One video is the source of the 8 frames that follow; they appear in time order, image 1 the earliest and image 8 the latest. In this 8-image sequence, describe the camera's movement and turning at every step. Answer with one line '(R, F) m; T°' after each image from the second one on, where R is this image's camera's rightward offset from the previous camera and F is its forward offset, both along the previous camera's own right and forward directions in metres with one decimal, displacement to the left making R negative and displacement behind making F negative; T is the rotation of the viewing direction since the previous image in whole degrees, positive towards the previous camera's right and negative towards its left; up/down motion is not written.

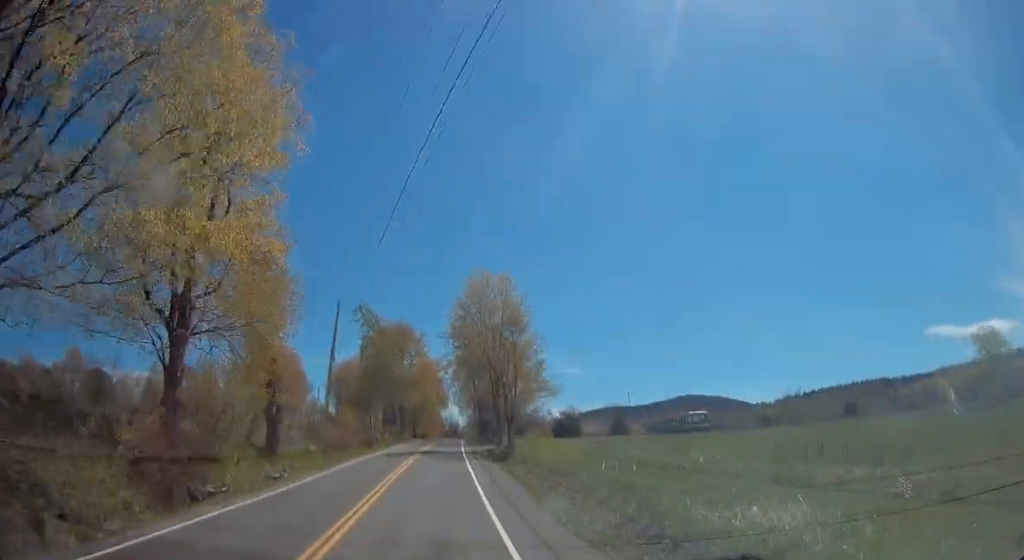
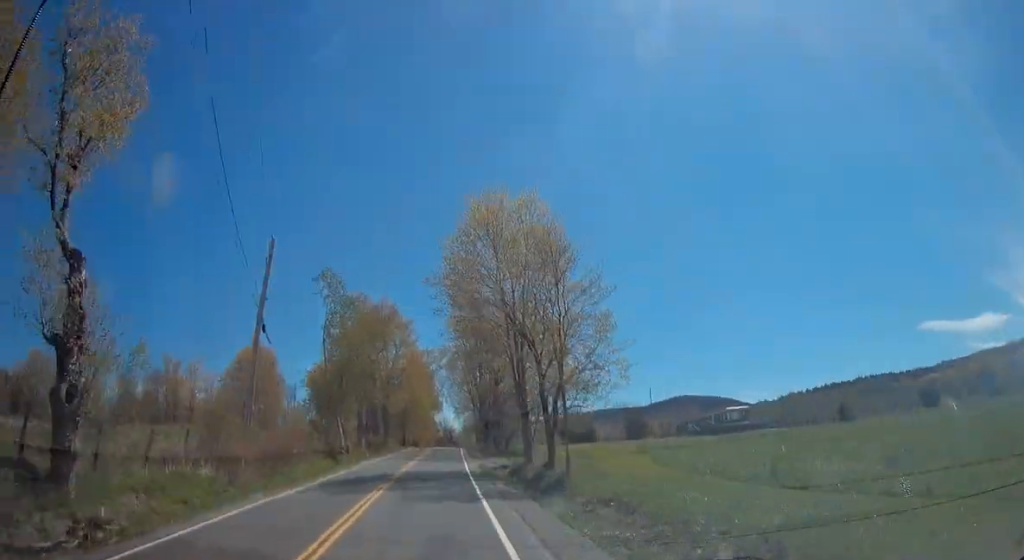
(+0.3, +16.6) m; +1°
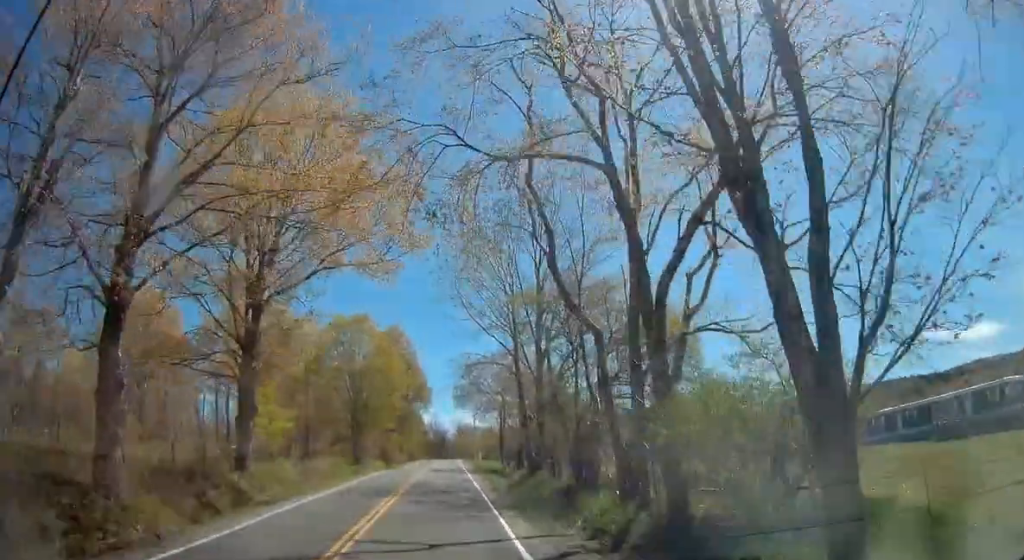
(0.0, +52.5) m; +1°
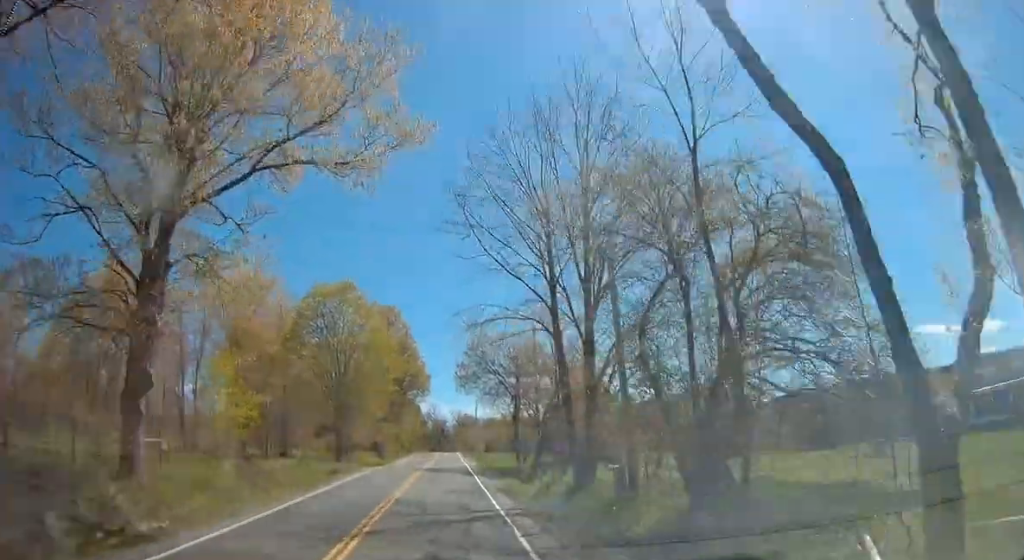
(+0.3, +9.3) m; 0°
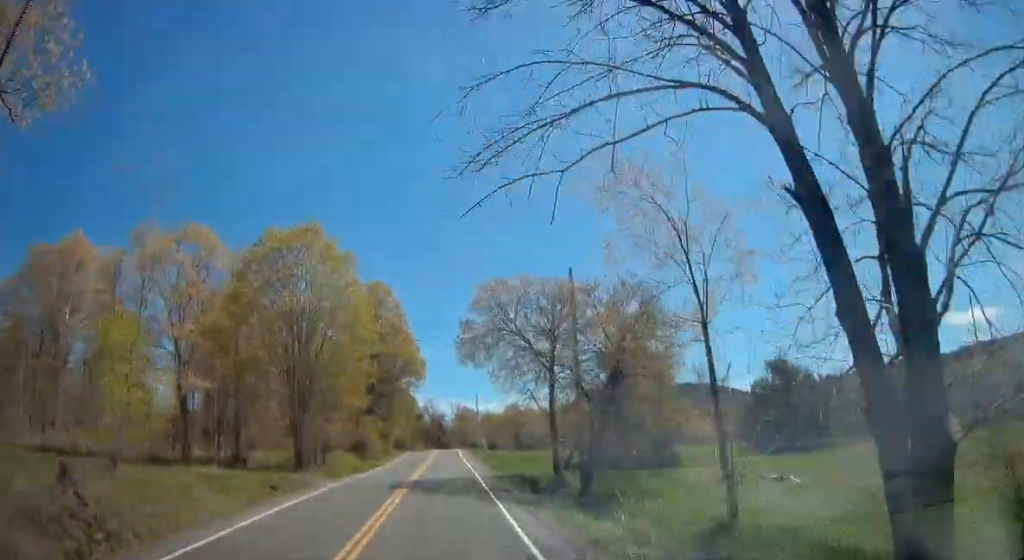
(+0.1, +13.0) m; 0°
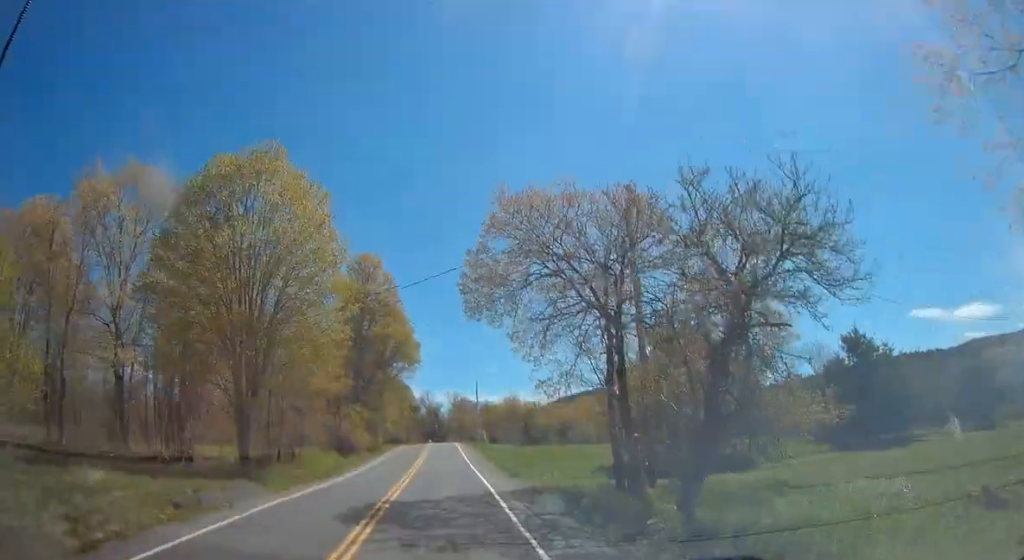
(-0.2, +9.3) m; 0°
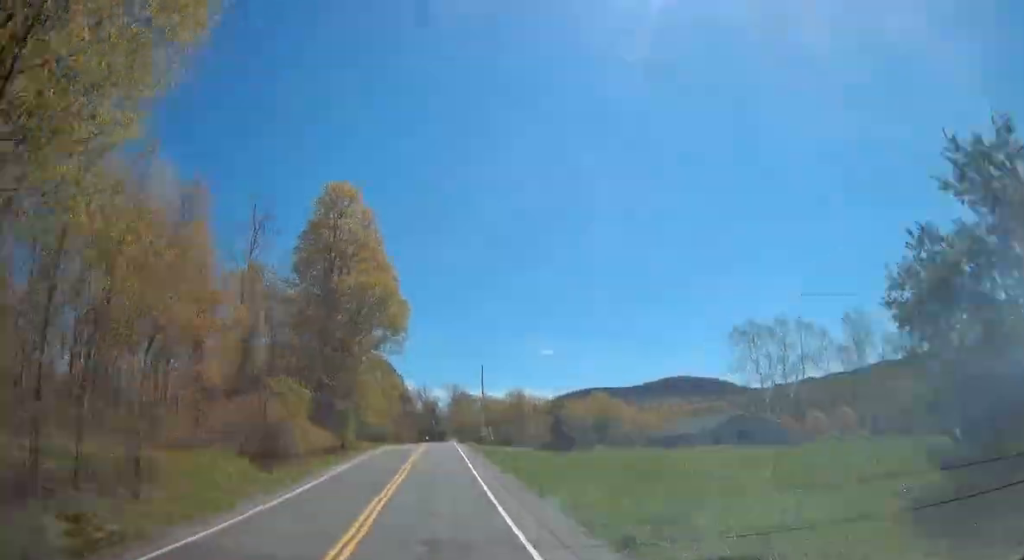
(+0.3, +20.7) m; 0°
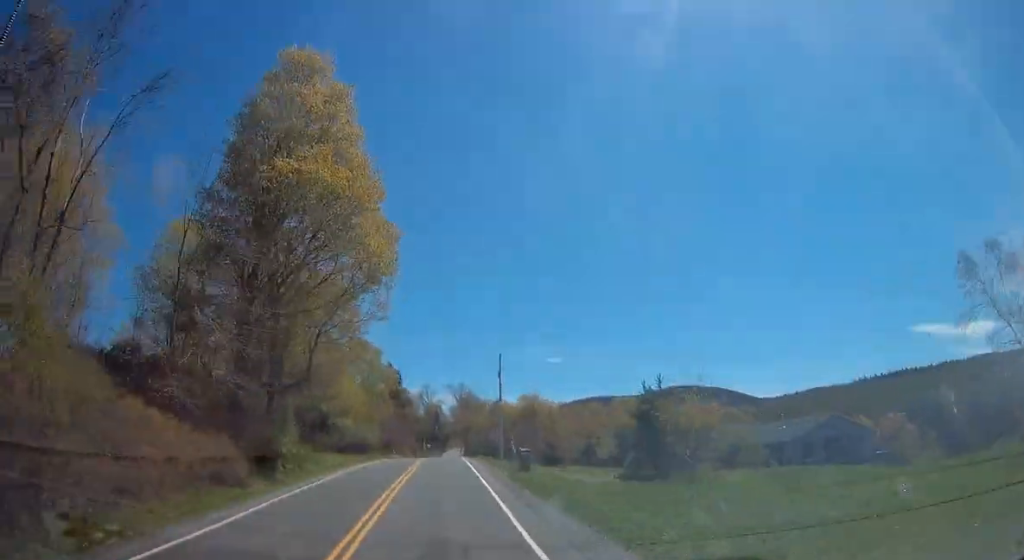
(-0.4, +21.0) m; -1°
